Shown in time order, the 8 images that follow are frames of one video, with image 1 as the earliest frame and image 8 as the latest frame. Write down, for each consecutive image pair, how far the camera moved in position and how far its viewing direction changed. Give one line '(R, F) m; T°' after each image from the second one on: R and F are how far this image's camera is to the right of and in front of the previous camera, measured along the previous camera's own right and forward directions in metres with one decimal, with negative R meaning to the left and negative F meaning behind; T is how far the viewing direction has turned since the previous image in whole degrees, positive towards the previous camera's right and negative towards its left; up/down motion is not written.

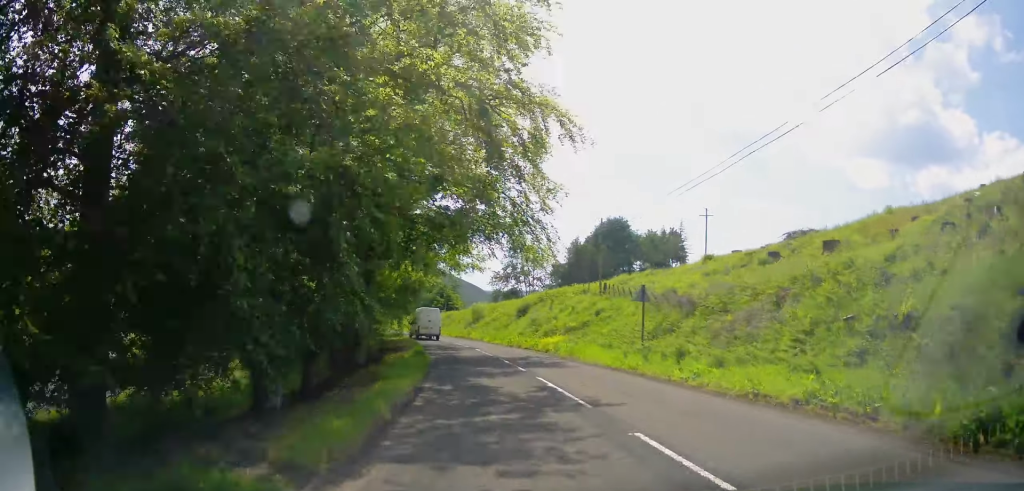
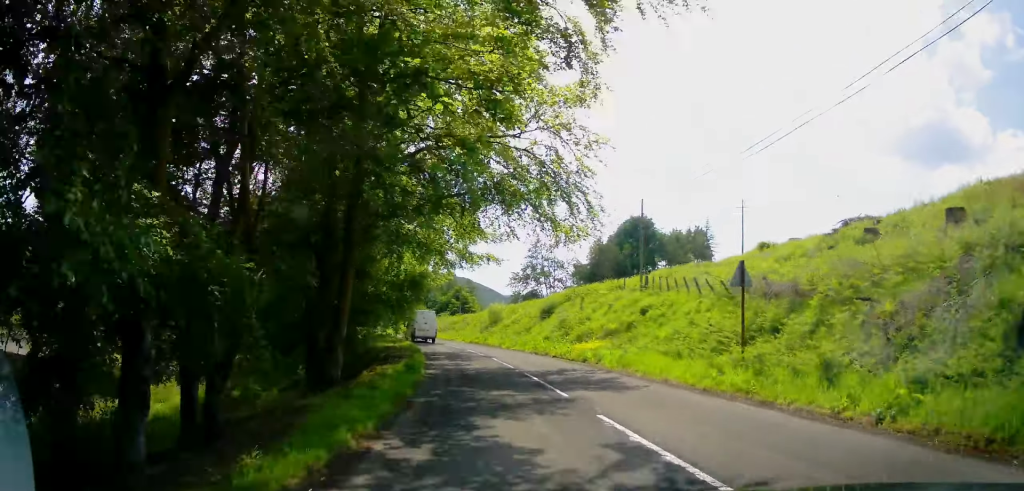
(-0.1, +7.3) m; -1°
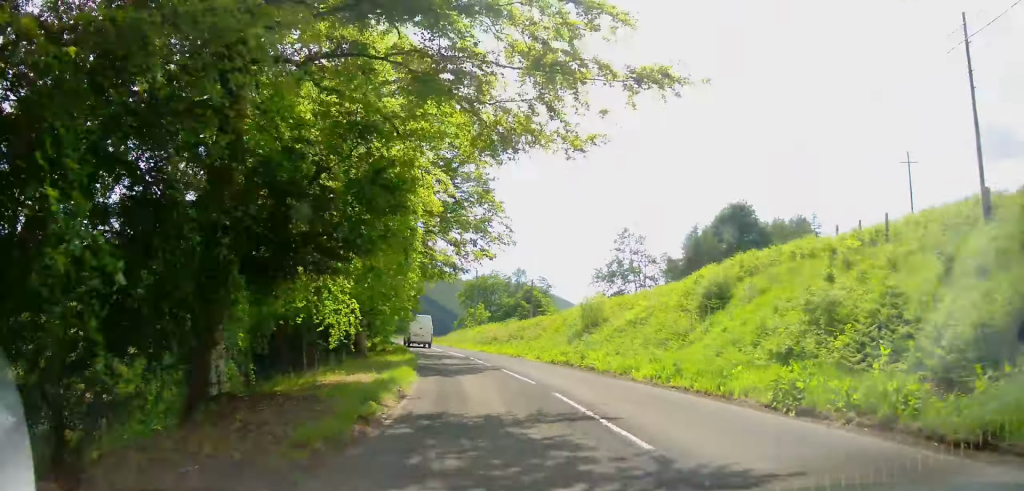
(-1.1, +24.4) m; -6°
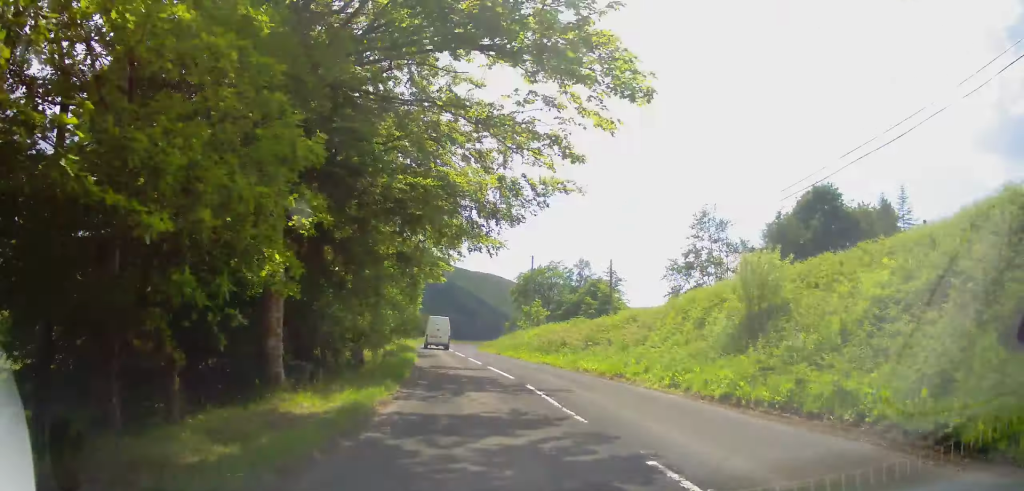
(-0.6, +16.6) m; -4°
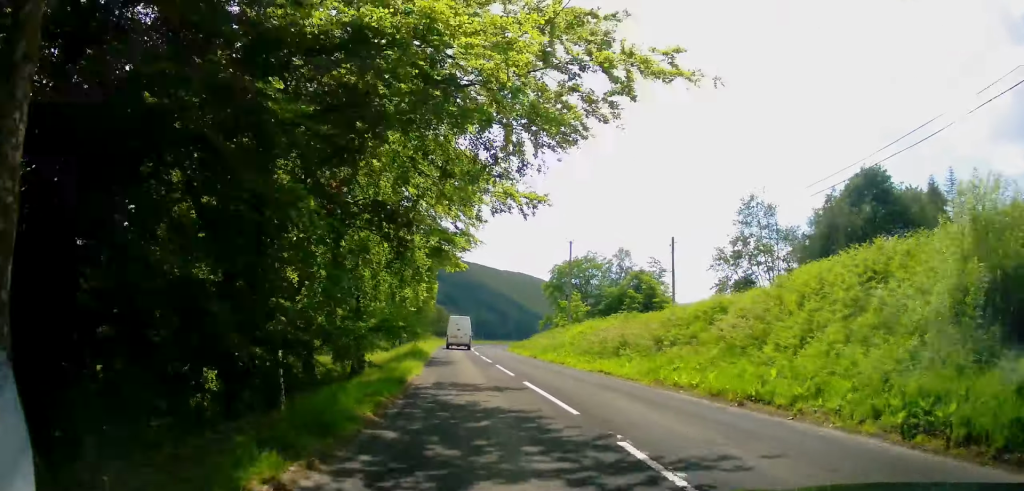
(-0.1, +8.3) m; -2°
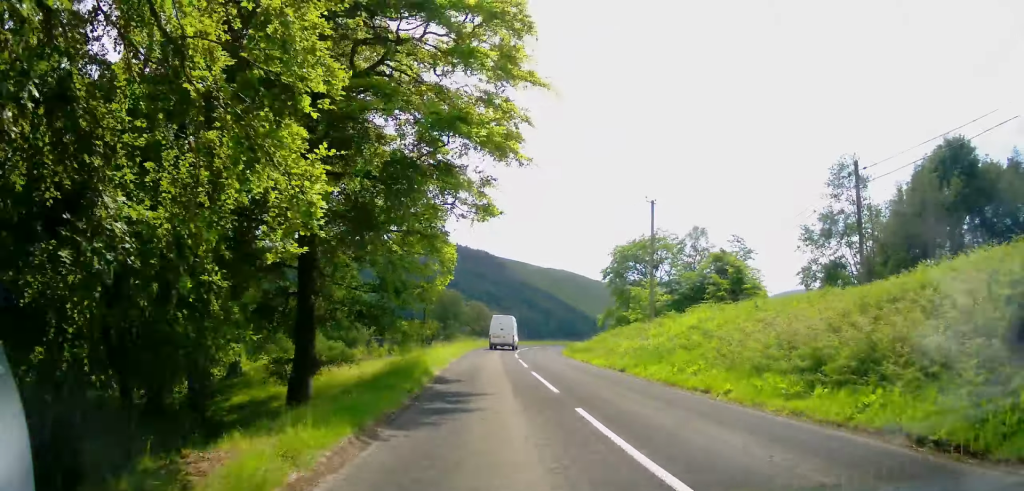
(-0.5, +14.8) m; -4°
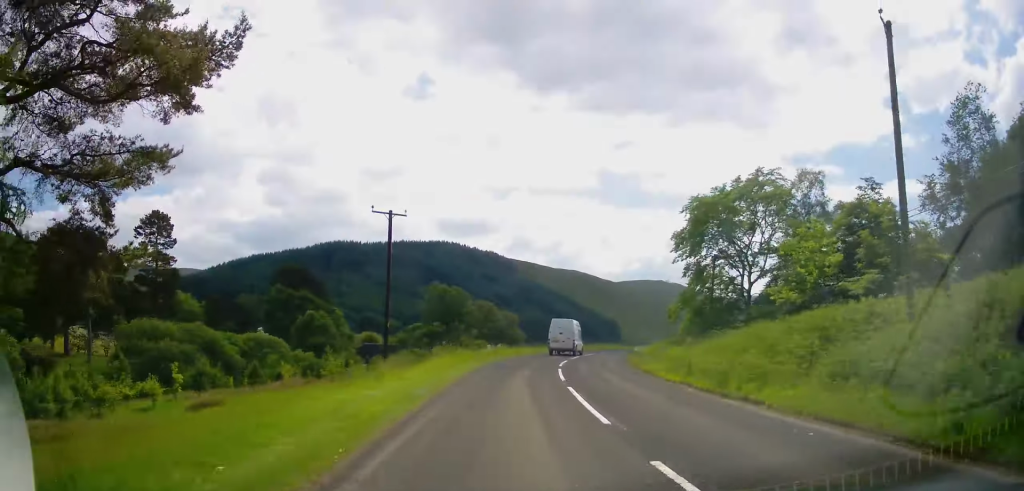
(-0.8, +22.8) m; -1°
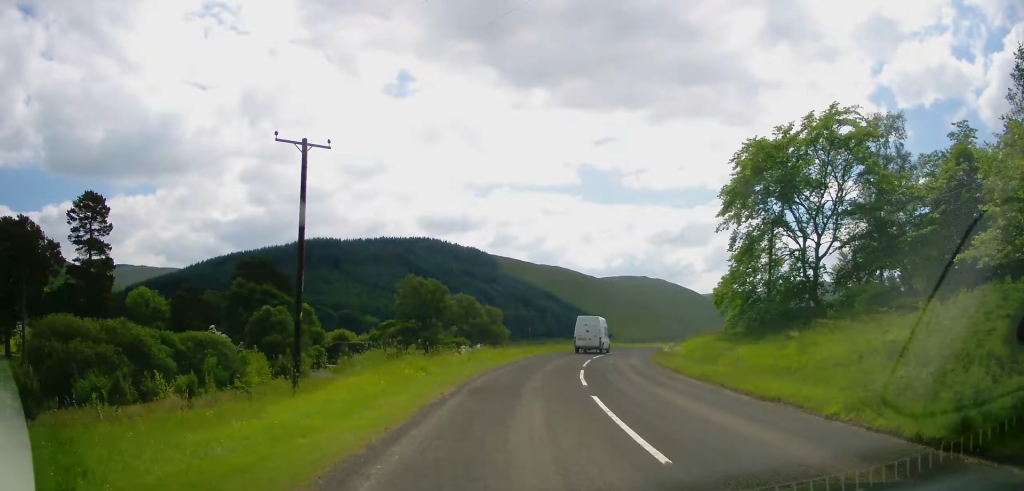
(+0.1, +11.8) m; +1°
